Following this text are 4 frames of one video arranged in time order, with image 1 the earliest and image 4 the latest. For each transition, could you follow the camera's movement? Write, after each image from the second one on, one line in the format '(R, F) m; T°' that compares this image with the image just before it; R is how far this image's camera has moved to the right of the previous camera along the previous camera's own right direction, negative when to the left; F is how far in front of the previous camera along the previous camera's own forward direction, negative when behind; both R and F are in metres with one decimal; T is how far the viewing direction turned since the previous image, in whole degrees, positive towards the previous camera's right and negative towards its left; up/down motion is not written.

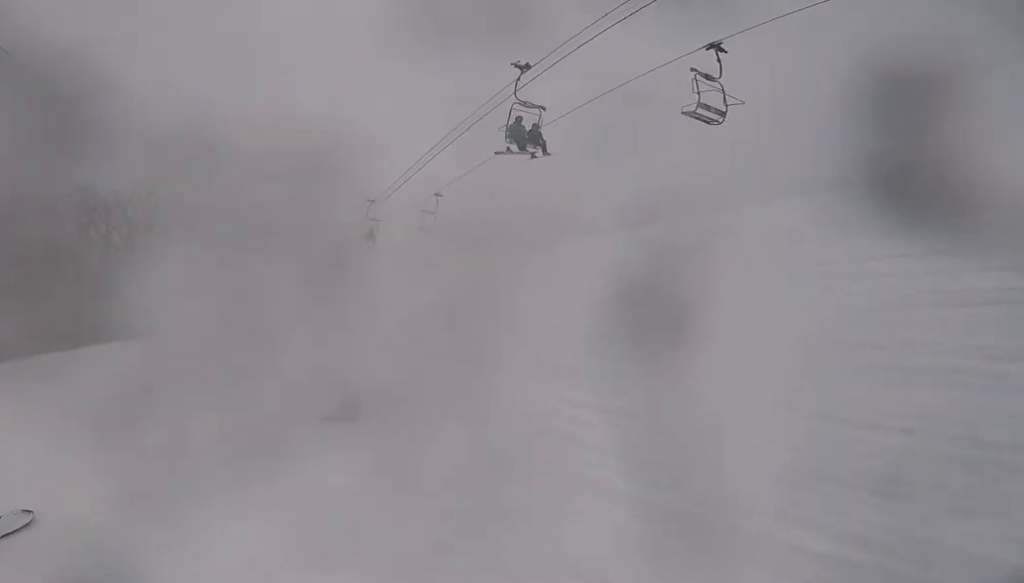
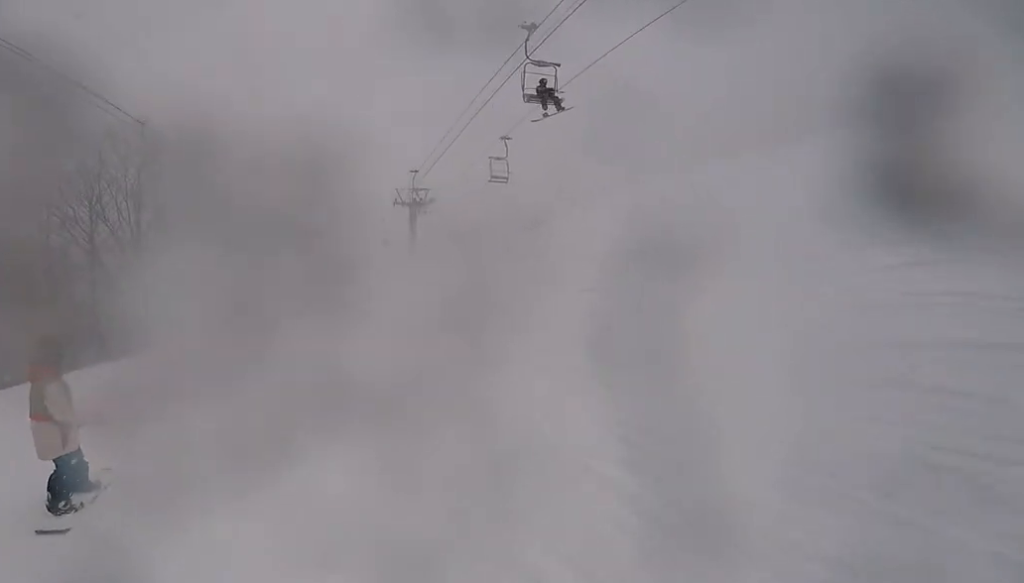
(+0.6, +12.3) m; +3°
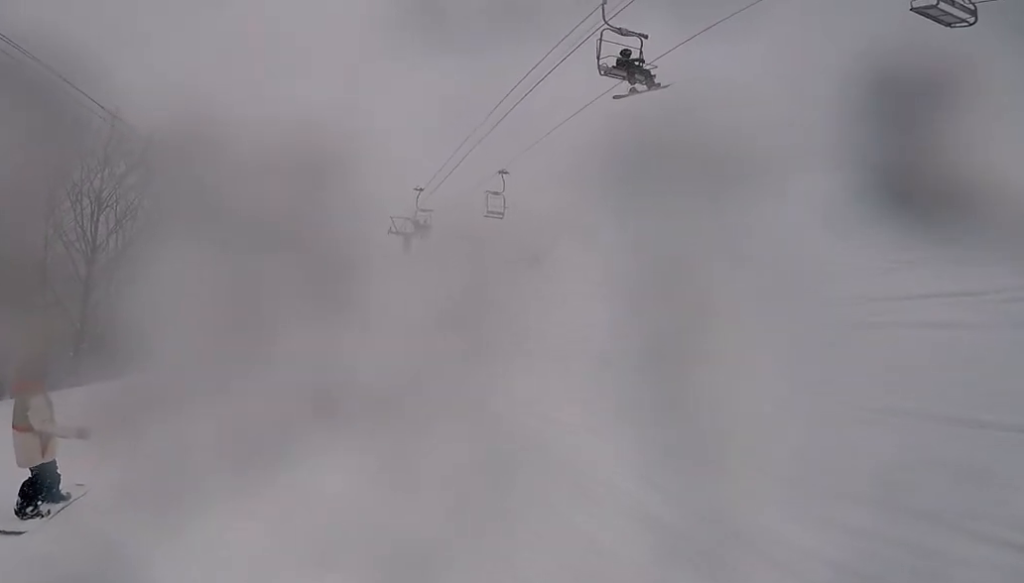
(-0.1, +2.8) m; +2°
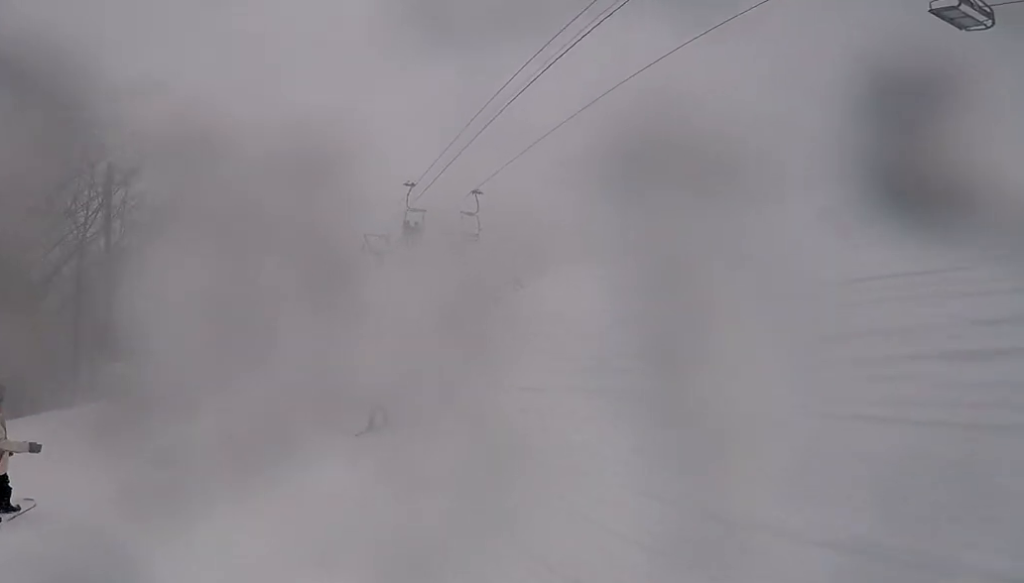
(0.0, +3.6) m; +4°
